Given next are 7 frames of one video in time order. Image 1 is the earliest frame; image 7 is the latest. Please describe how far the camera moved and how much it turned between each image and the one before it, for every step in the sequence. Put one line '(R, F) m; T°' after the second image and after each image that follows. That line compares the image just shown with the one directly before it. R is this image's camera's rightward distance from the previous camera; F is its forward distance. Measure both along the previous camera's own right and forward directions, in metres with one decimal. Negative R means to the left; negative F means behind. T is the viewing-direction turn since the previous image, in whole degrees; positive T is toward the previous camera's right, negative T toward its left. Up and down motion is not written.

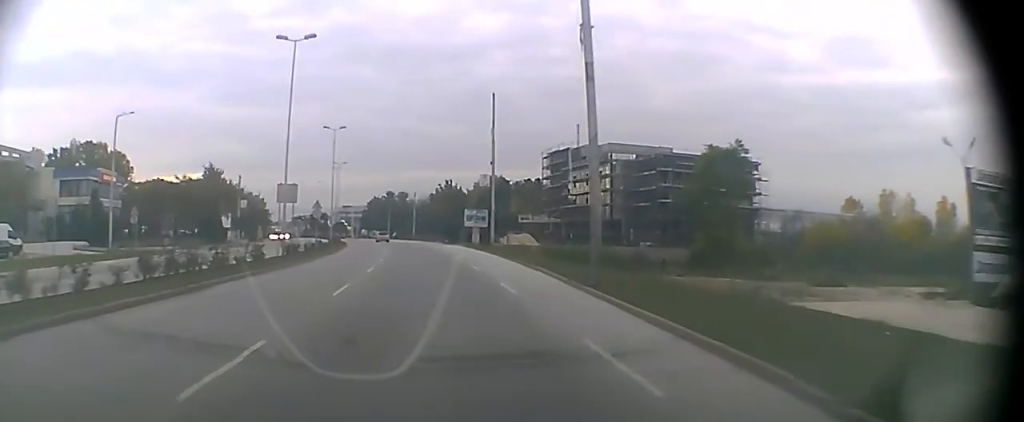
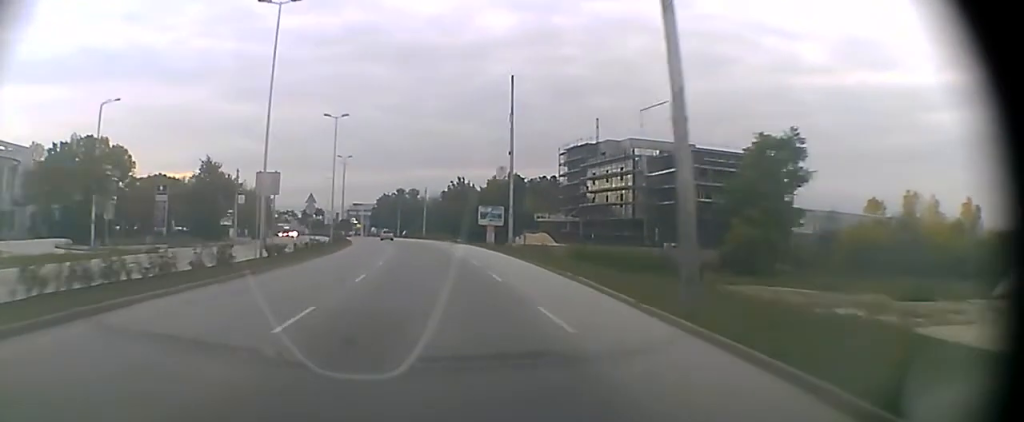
(-0.1, +5.6) m; -1°
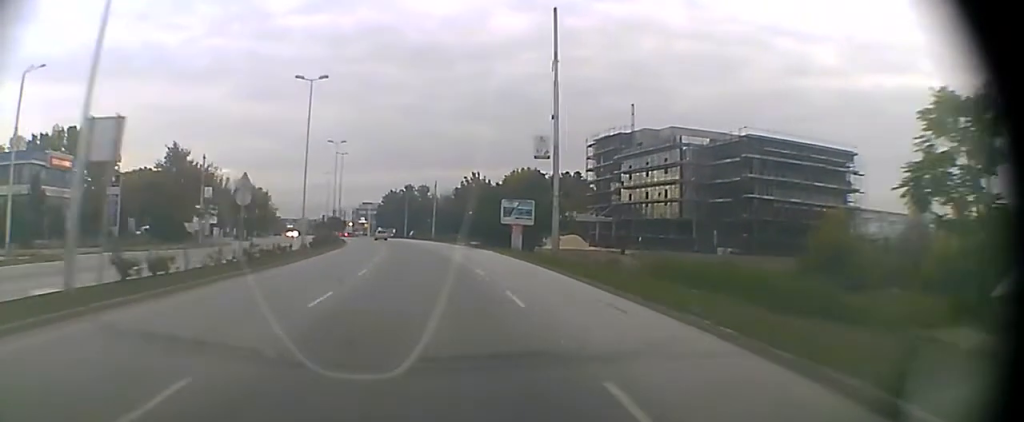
(-0.3, +16.0) m; -2°
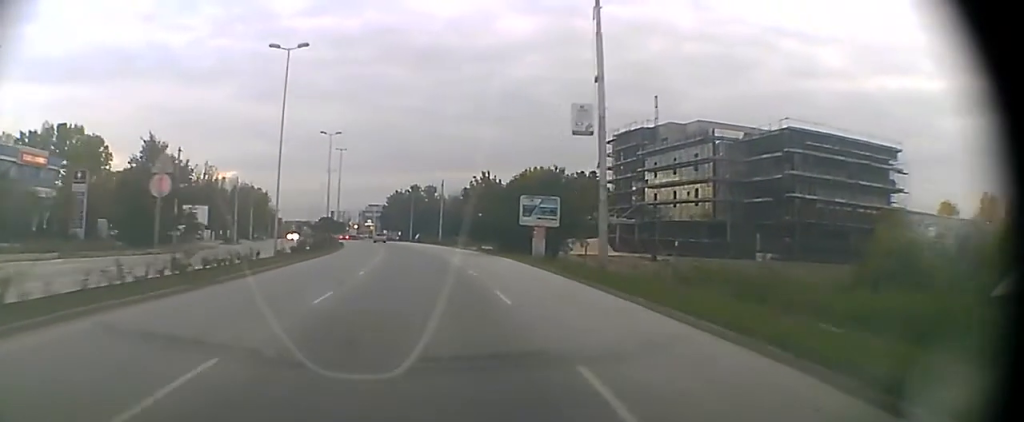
(0.0, +8.2) m; -1°
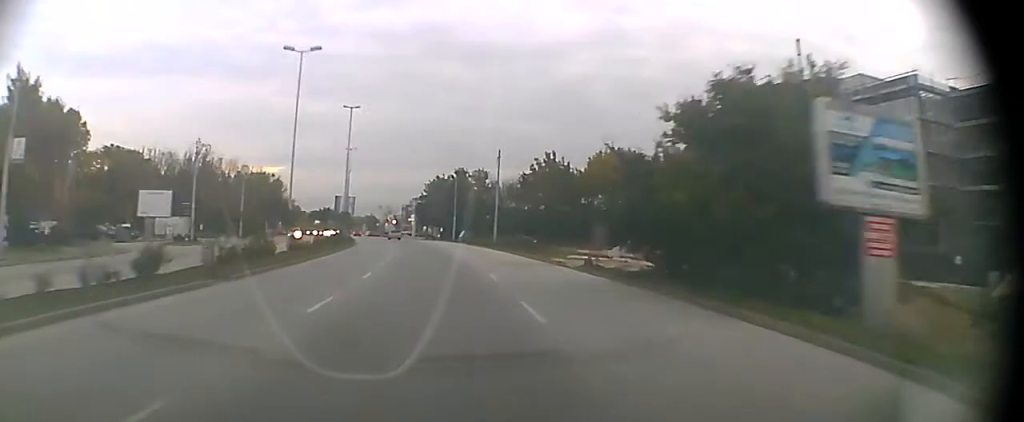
(-0.8, +29.6) m; -4°
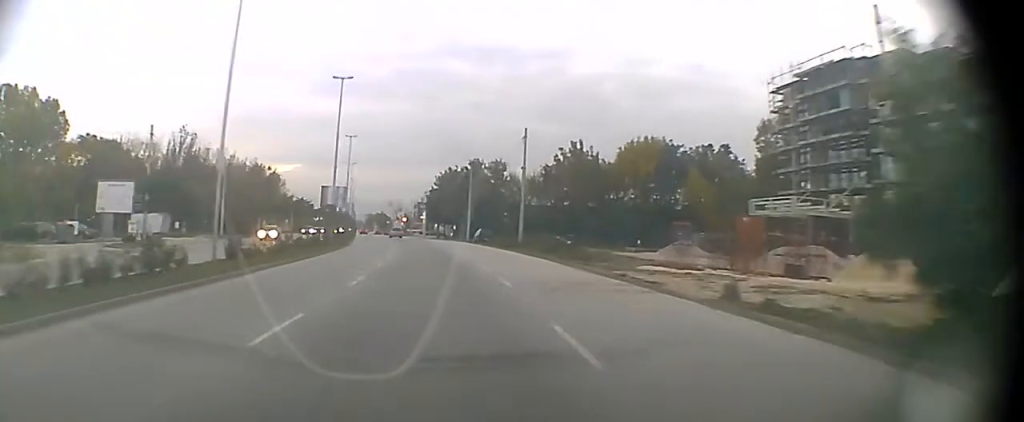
(-0.3, +13.7) m; -1°
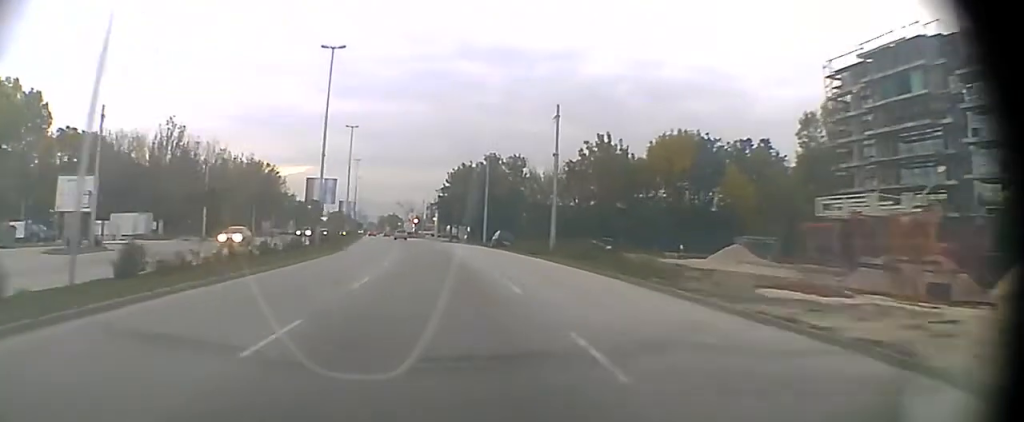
(0.0, +7.6) m; 0°
